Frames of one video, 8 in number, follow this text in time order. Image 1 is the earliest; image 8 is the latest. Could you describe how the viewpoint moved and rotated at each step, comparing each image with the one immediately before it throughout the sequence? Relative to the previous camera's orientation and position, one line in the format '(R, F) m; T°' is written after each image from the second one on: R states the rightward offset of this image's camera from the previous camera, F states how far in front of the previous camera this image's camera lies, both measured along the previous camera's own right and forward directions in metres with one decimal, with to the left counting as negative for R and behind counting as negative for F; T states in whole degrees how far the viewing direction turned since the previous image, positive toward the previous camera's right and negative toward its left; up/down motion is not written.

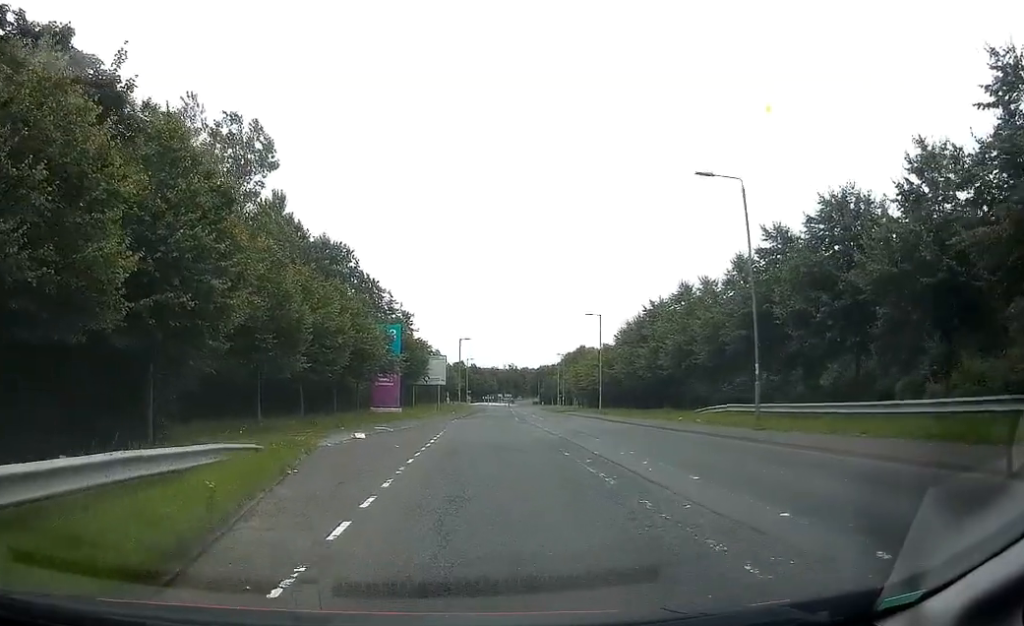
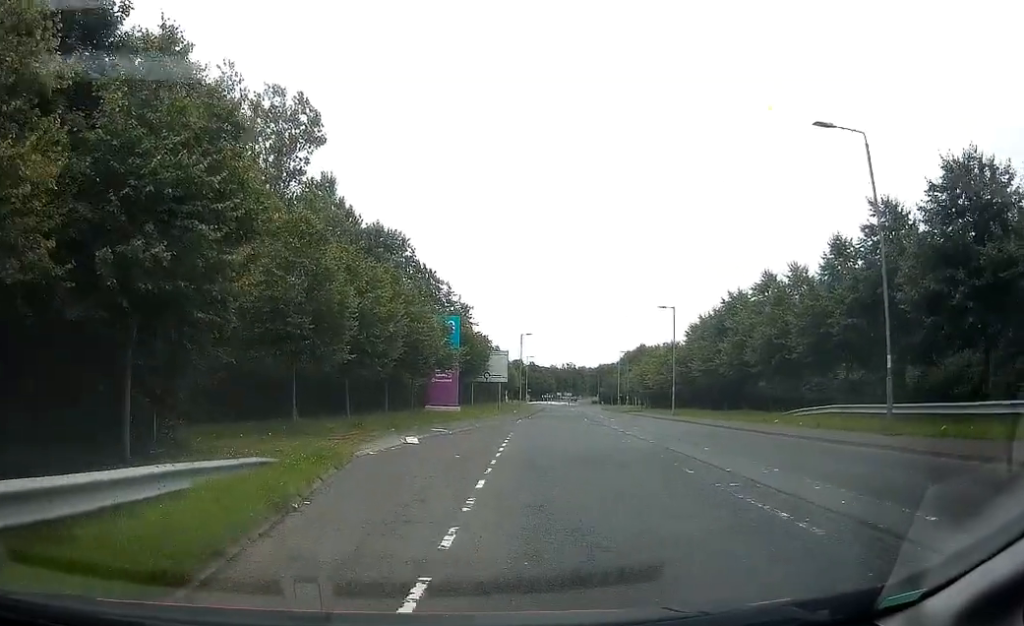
(0.0, +5.0) m; -3°
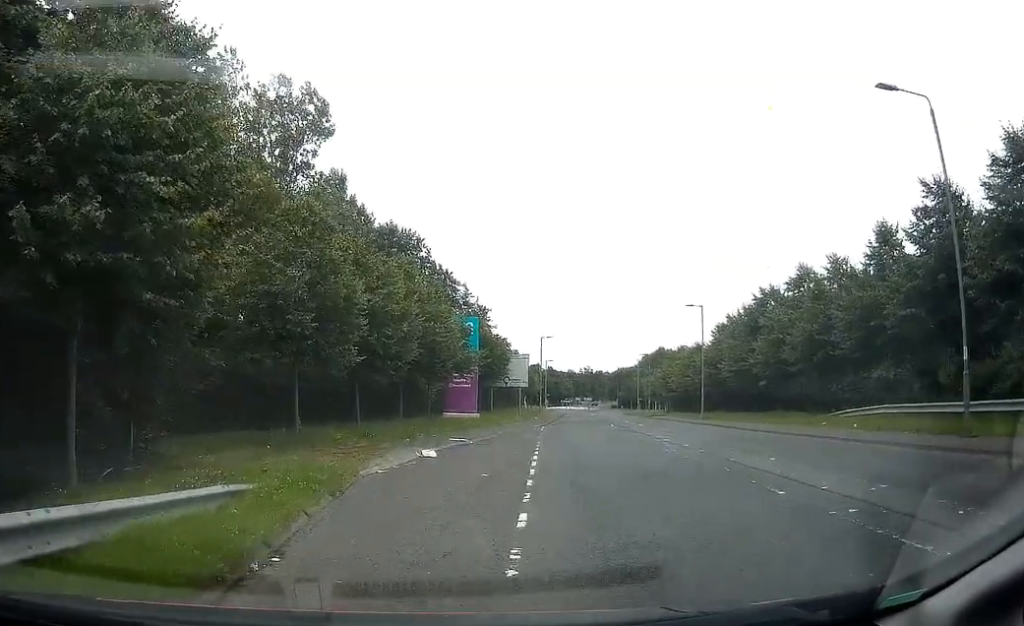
(-0.2, +2.5) m; -2°
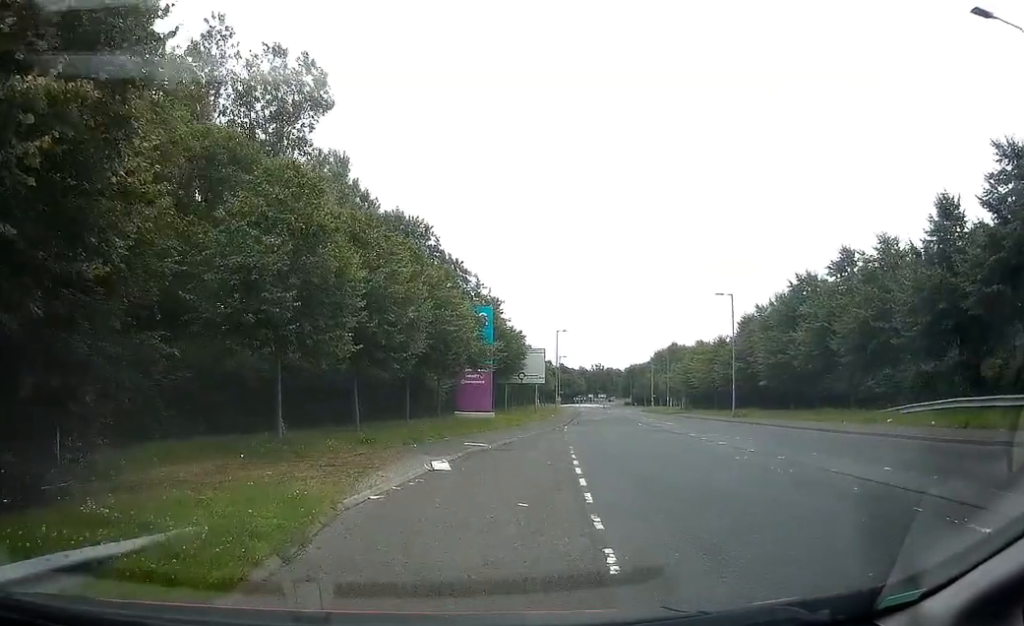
(-0.1, +4.1) m; -3°
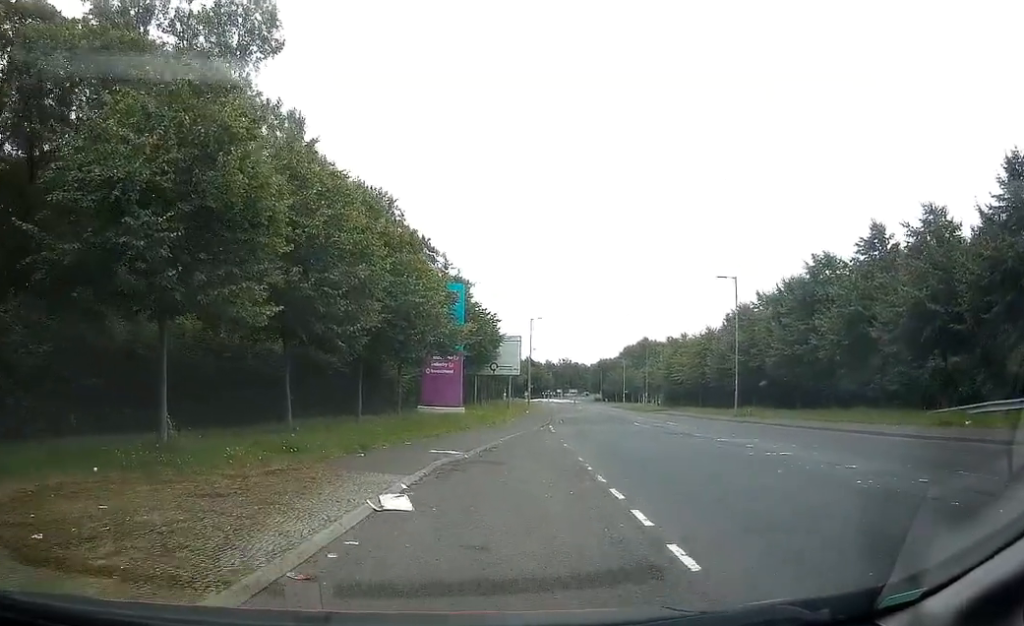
(-0.3, +6.1) m; -6°
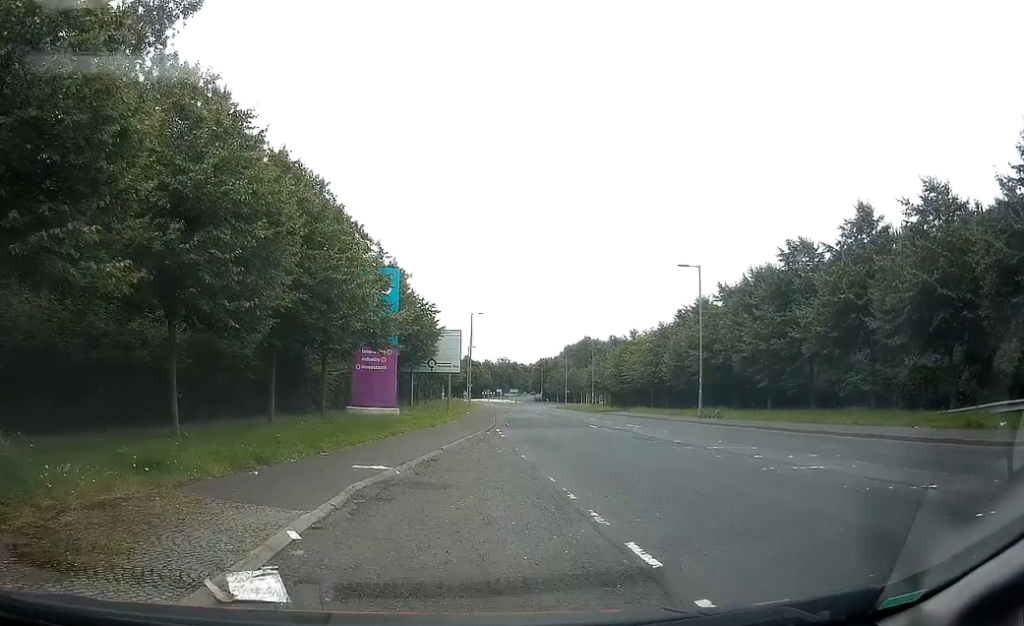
(0.0, +3.8) m; -6°
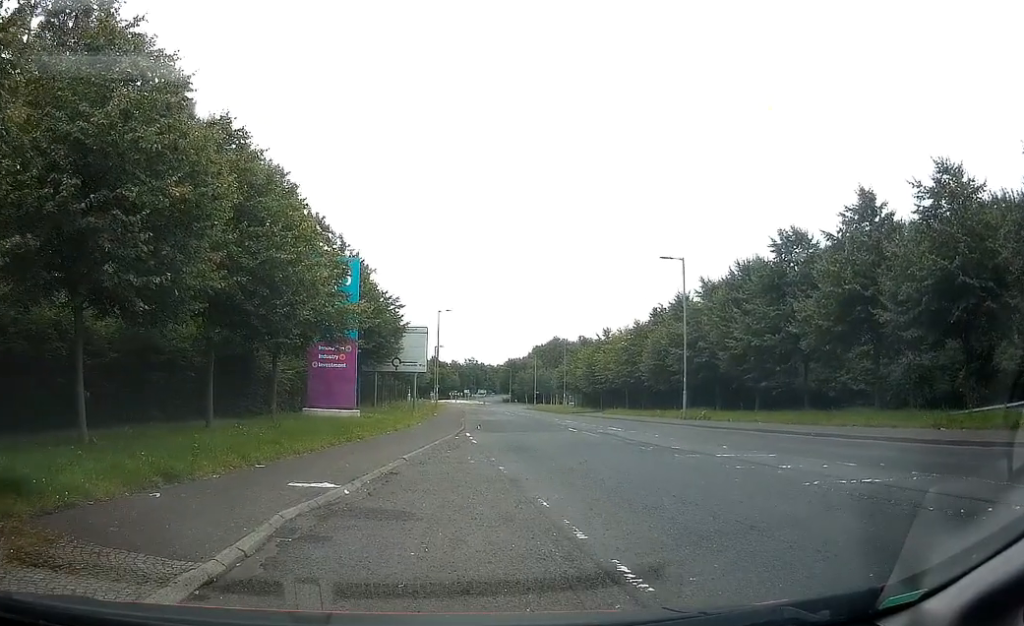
(-0.2, +2.5) m; 0°
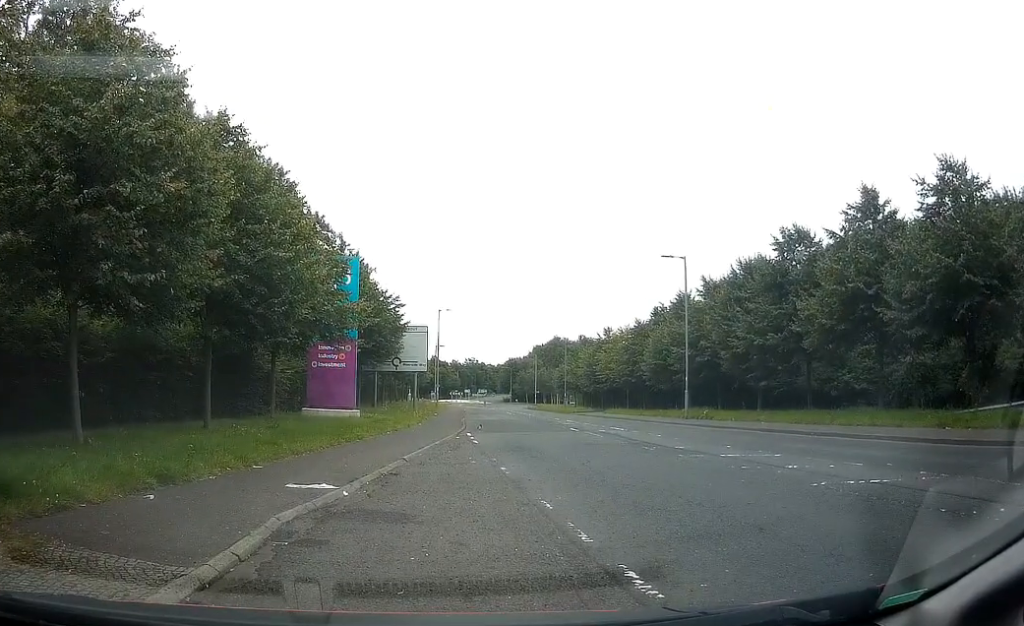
(+0.1, +0.1) m; 0°
